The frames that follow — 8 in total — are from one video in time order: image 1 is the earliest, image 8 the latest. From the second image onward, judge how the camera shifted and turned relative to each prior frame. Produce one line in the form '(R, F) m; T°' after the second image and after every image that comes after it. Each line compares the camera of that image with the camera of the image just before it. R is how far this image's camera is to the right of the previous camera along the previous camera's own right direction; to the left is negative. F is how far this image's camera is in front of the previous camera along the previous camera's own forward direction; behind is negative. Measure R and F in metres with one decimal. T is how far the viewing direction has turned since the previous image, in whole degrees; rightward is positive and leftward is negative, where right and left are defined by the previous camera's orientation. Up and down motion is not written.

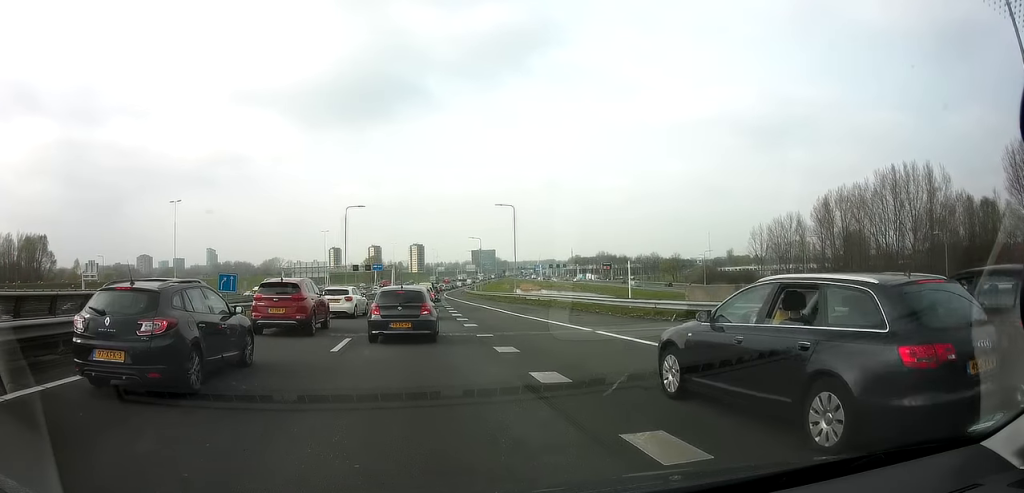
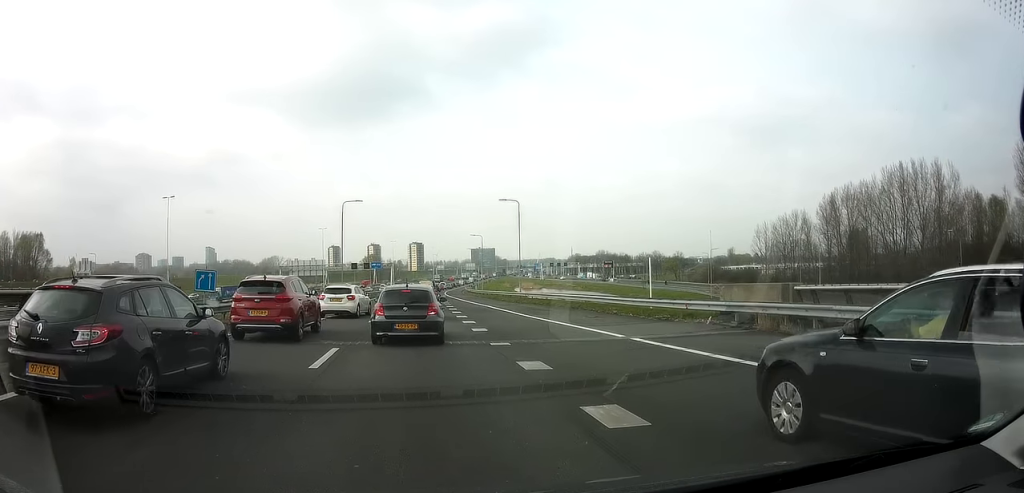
(+0.1, +2.6) m; -2°
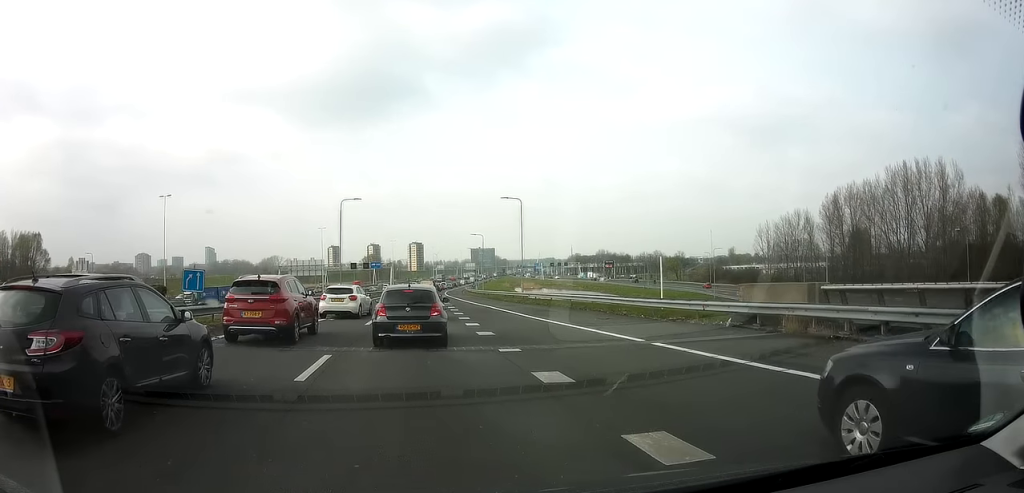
(-0.1, +1.3) m; 0°
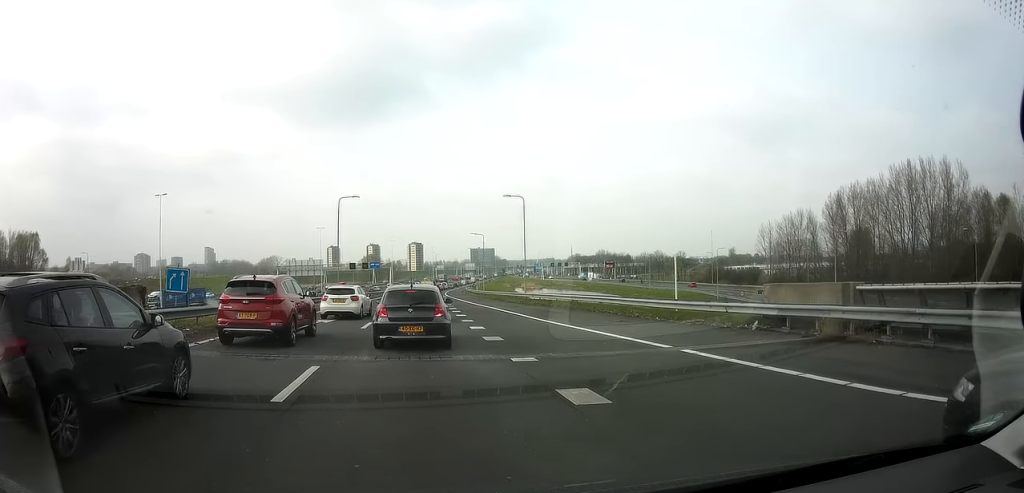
(-0.1, +1.6) m; 0°
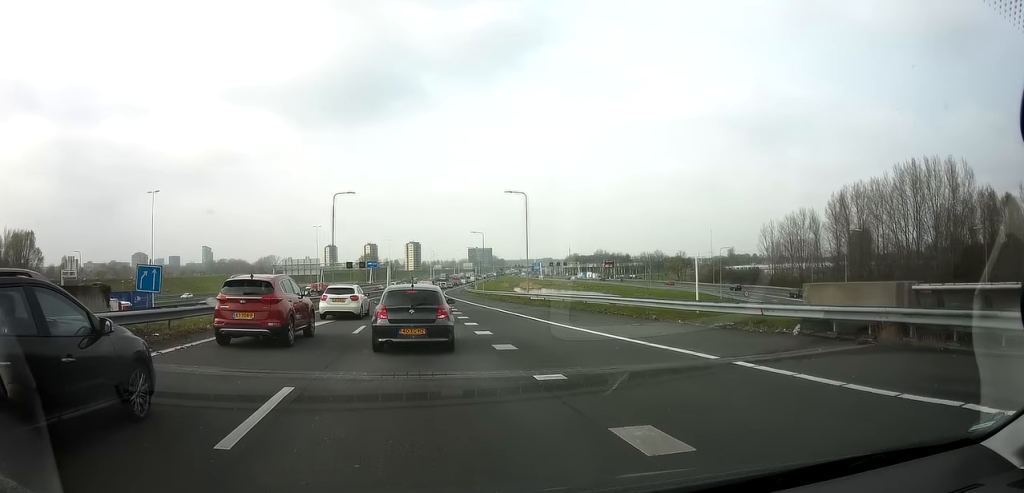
(+0.2, +2.3) m; +5°
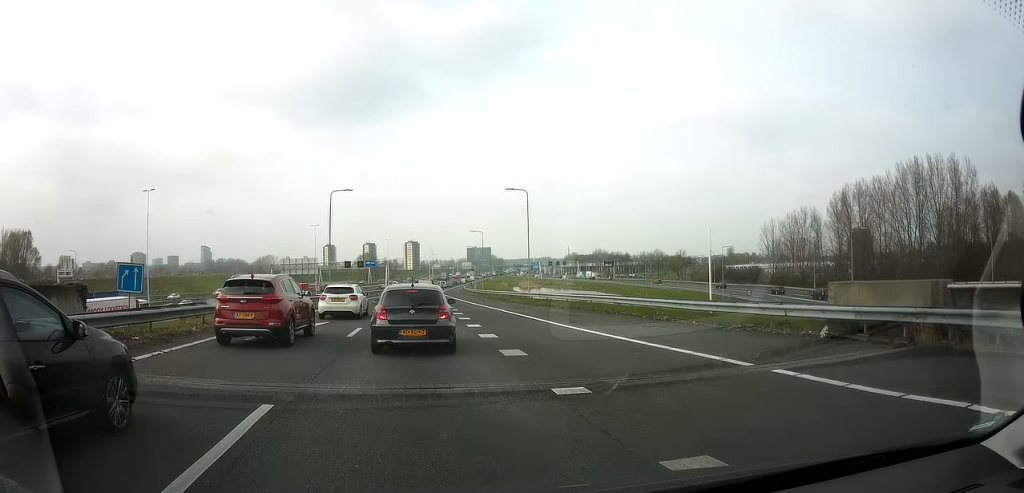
(0.0, +1.3) m; +2°
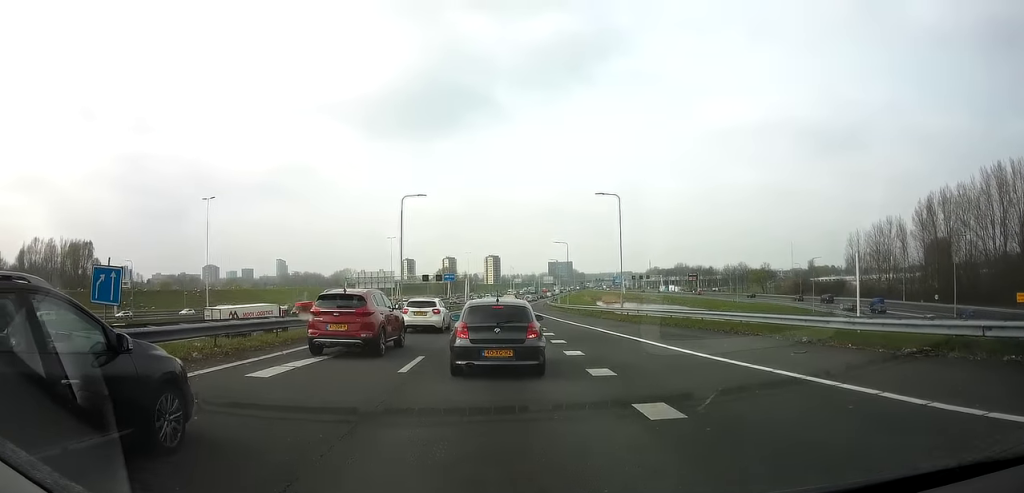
(0.0, +4.6) m; -10°
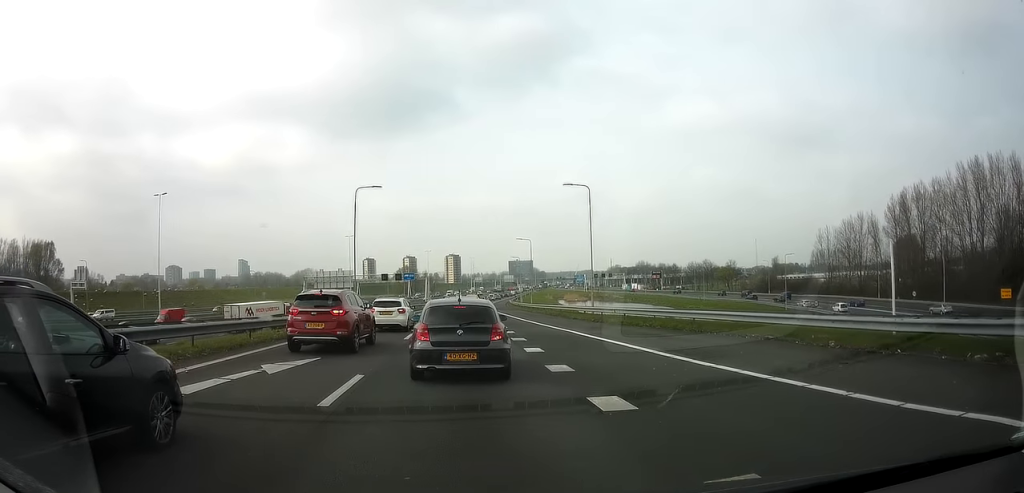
(-0.3, +3.1) m; +2°
